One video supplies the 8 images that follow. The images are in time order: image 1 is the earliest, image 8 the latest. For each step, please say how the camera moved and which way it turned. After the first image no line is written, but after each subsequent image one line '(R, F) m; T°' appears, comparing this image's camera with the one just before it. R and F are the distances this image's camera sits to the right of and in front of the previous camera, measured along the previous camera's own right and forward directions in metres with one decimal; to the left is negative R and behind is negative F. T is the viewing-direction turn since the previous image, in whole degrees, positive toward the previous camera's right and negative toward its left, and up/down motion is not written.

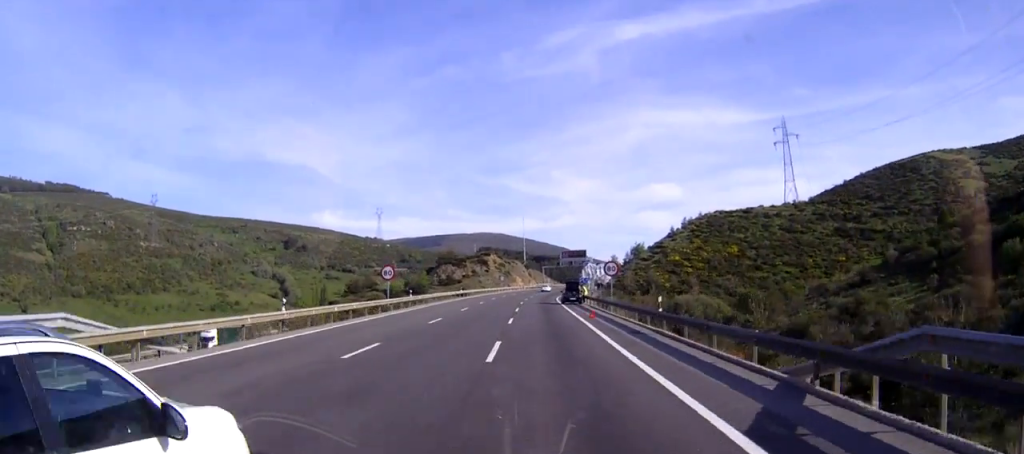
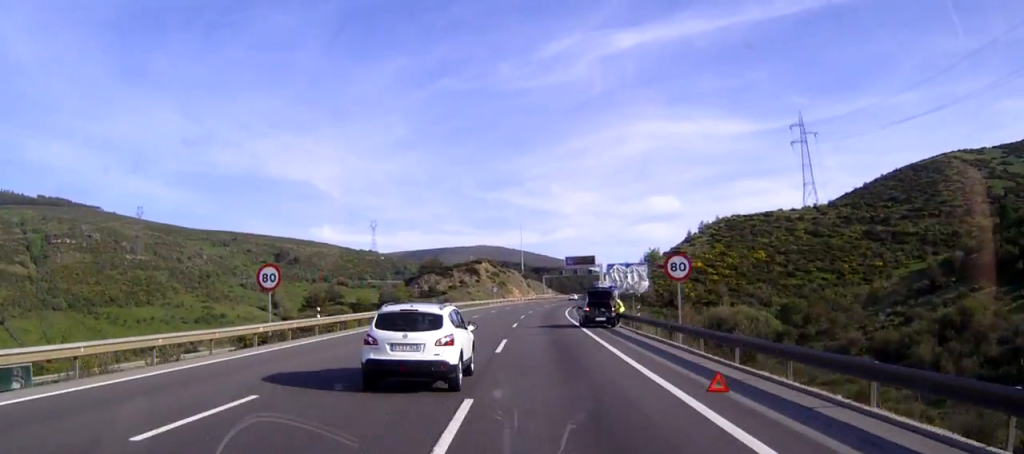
(0.0, +26.5) m; 0°
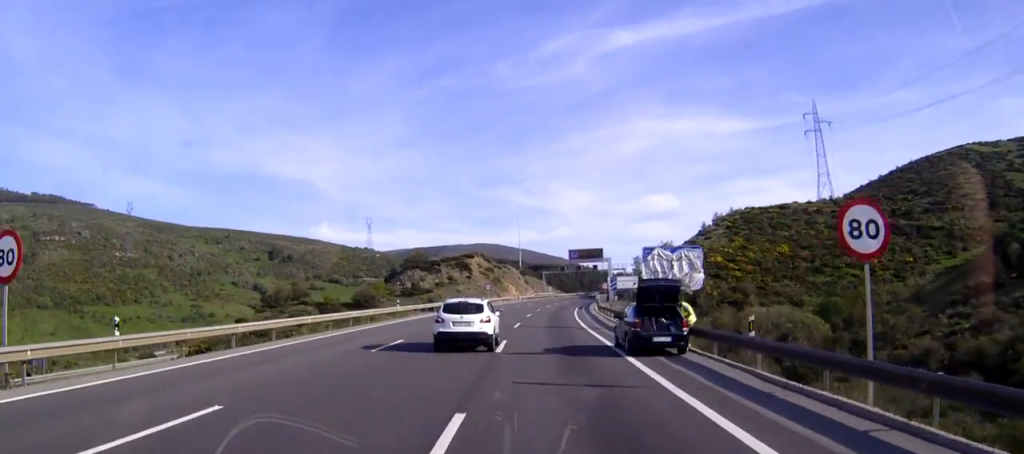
(+0.1, +18.2) m; +1°
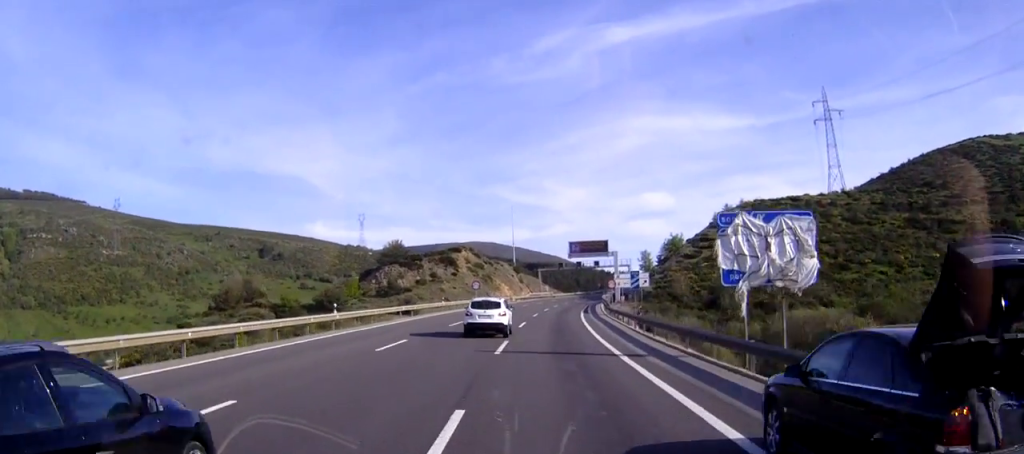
(+0.2, +16.1) m; +1°
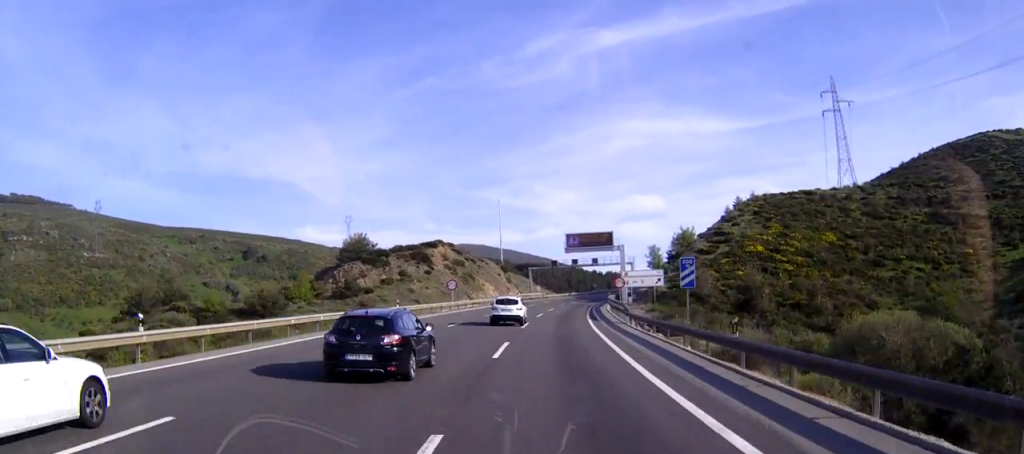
(0.0, +19.0) m; 0°
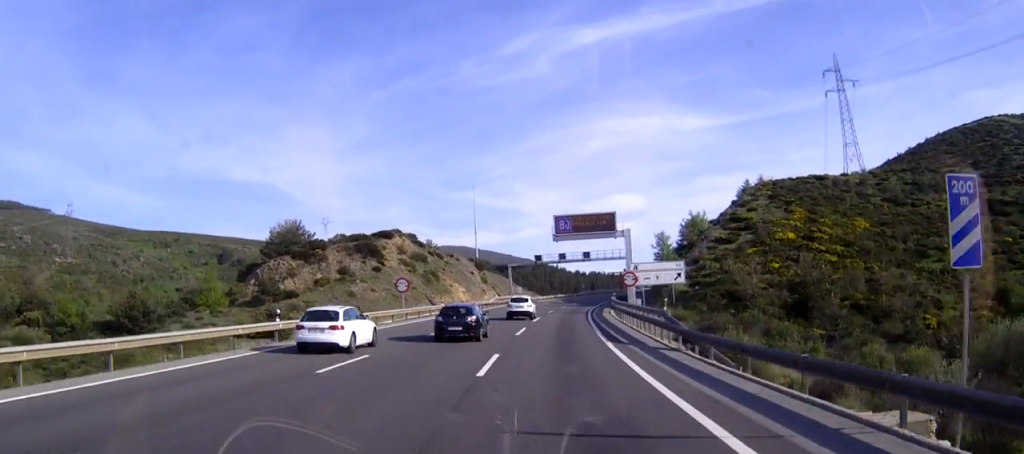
(+0.2, +20.9) m; +2°
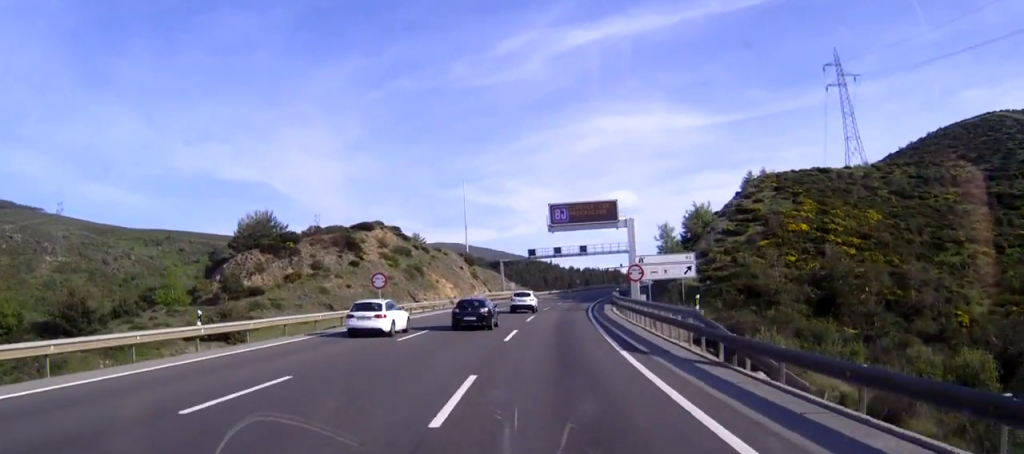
(+0.1, +6.7) m; +1°
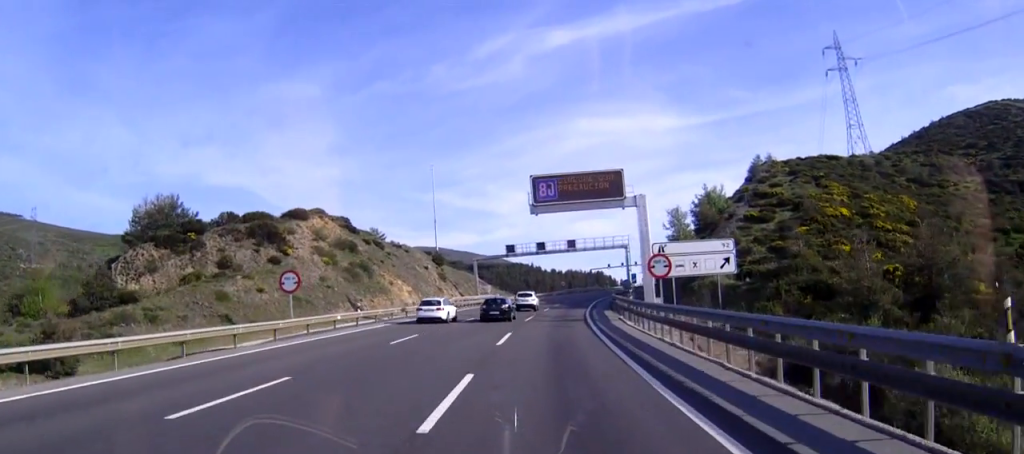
(+0.4, +16.4) m; +2°
